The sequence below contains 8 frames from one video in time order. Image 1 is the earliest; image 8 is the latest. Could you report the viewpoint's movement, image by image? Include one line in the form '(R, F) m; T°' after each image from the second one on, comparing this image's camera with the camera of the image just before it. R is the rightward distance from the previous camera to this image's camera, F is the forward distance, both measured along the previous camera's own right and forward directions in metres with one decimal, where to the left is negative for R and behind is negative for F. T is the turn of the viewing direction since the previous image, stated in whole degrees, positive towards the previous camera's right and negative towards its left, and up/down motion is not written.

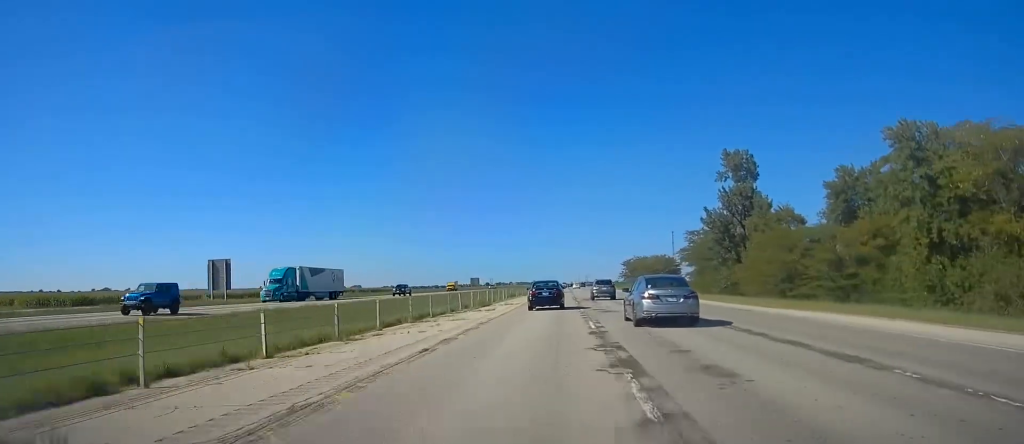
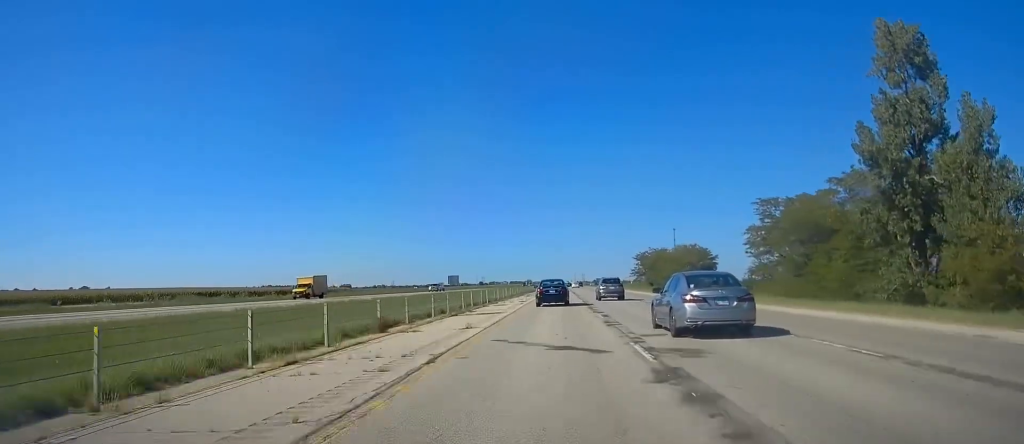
(+0.4, +56.9) m; +1°
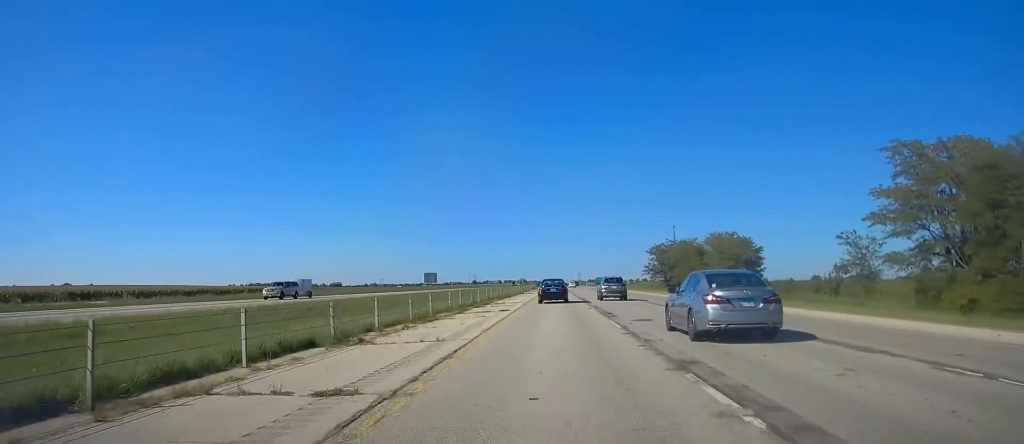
(+0.1, +42.2) m; 0°
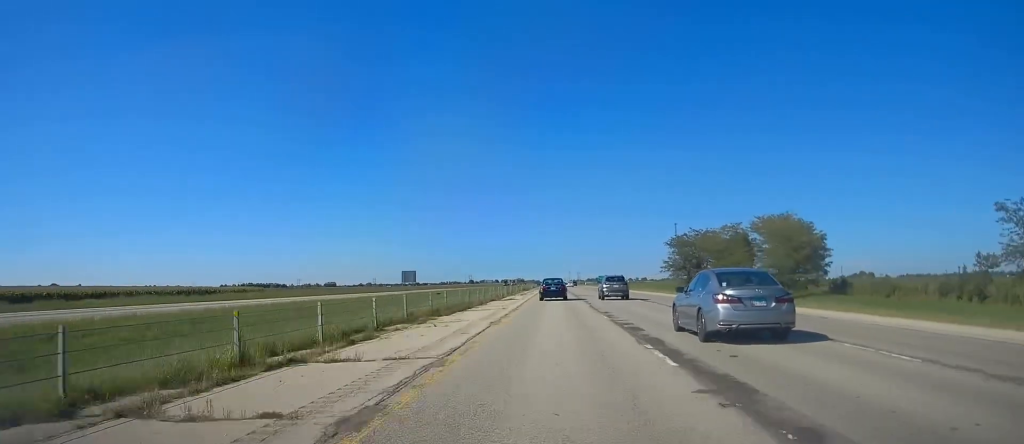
(-0.1, +33.0) m; 0°
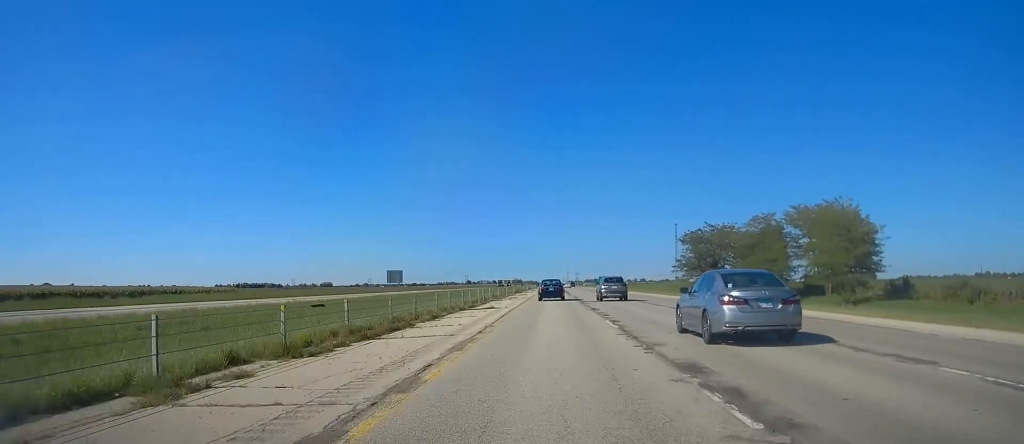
(+0.2, +16.3) m; +1°
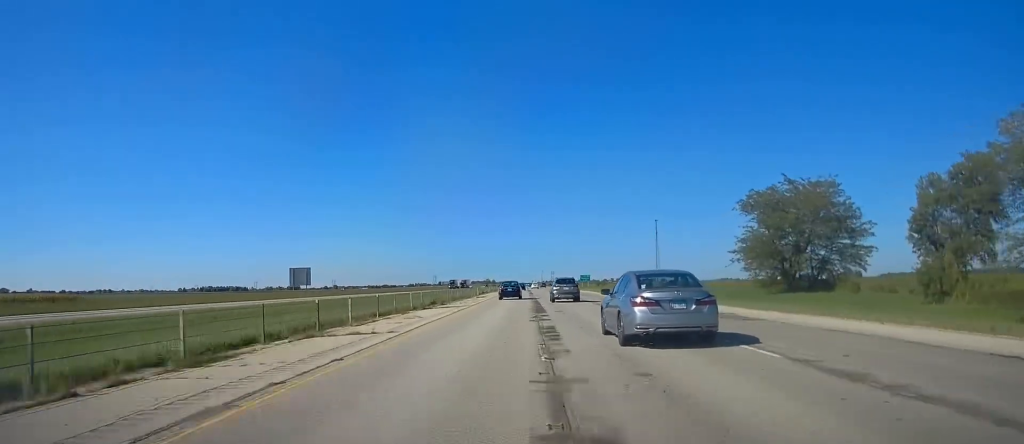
(+0.9, +56.0) m; +1°
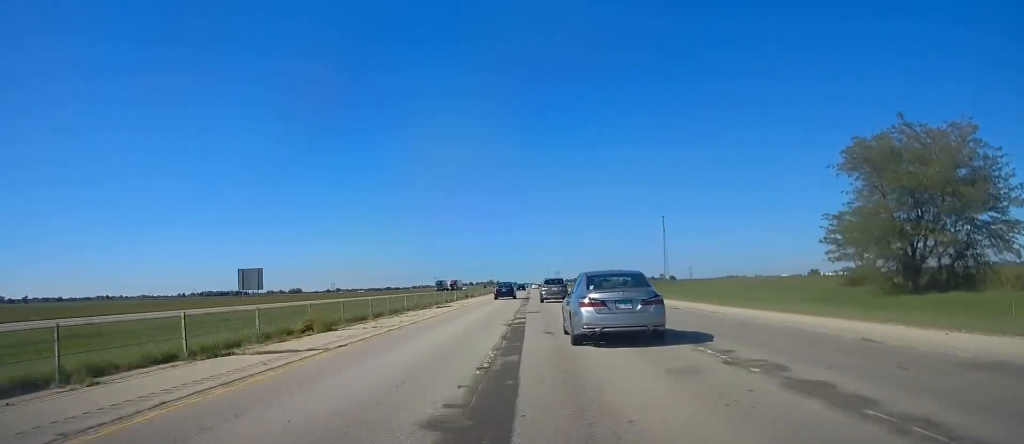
(+0.2, +25.9) m; 0°
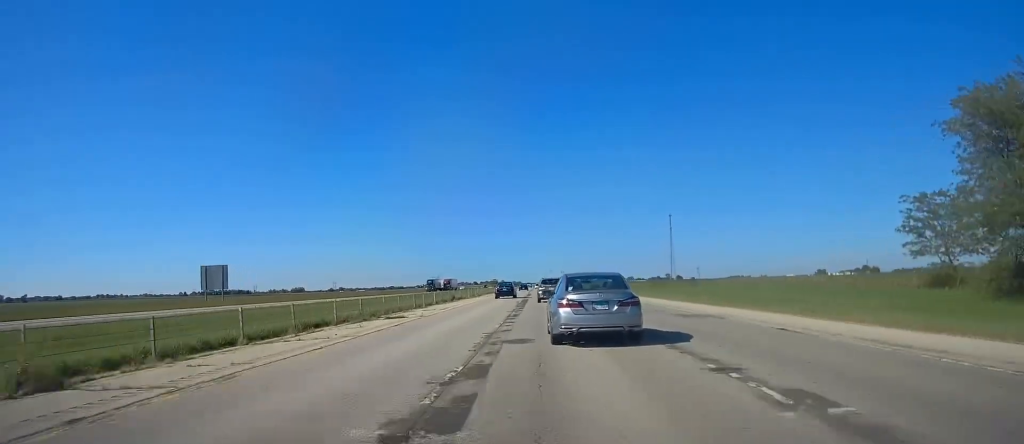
(-0.2, +14.5) m; -1°
